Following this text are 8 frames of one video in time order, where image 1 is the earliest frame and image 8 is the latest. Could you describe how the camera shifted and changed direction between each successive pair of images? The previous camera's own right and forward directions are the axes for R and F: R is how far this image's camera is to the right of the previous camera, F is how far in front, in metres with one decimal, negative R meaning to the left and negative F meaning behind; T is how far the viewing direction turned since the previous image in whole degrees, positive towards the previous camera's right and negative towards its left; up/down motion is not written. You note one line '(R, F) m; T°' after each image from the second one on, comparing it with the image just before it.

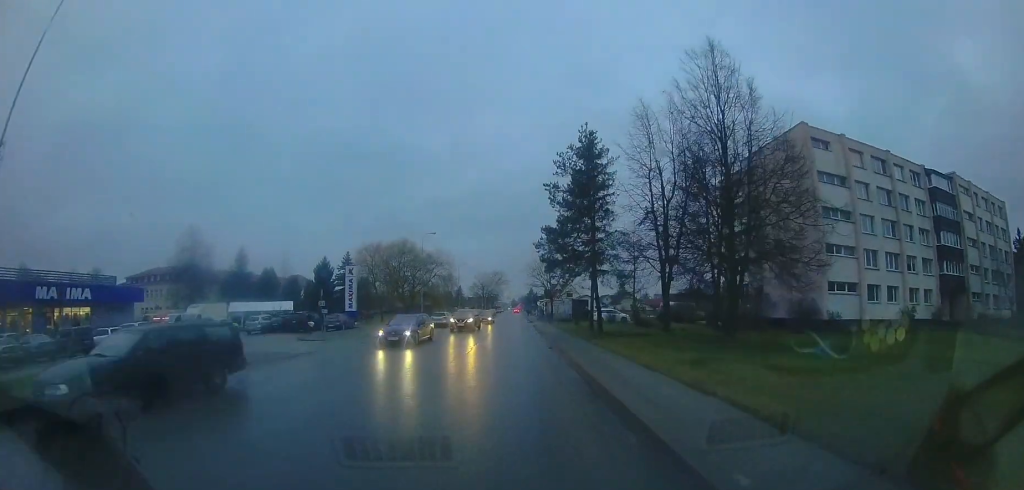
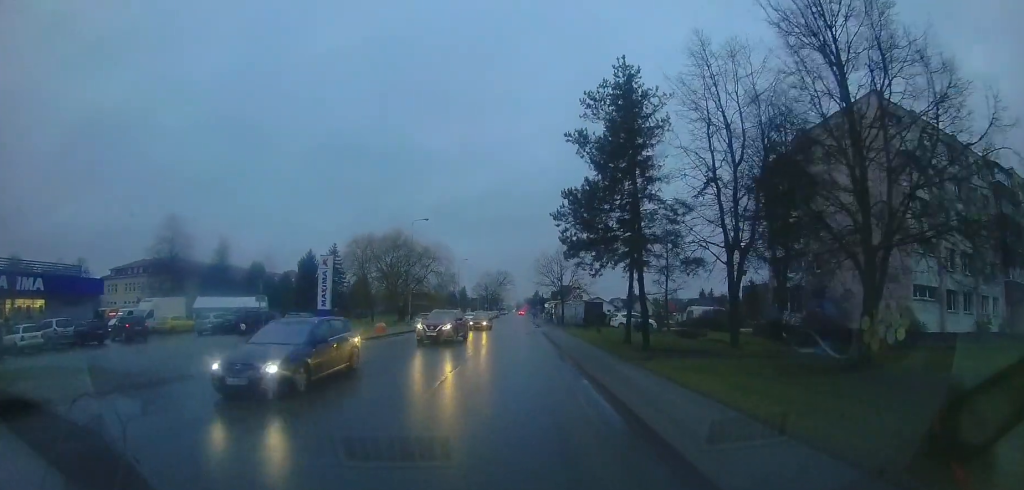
(-0.1, +6.8) m; -1°
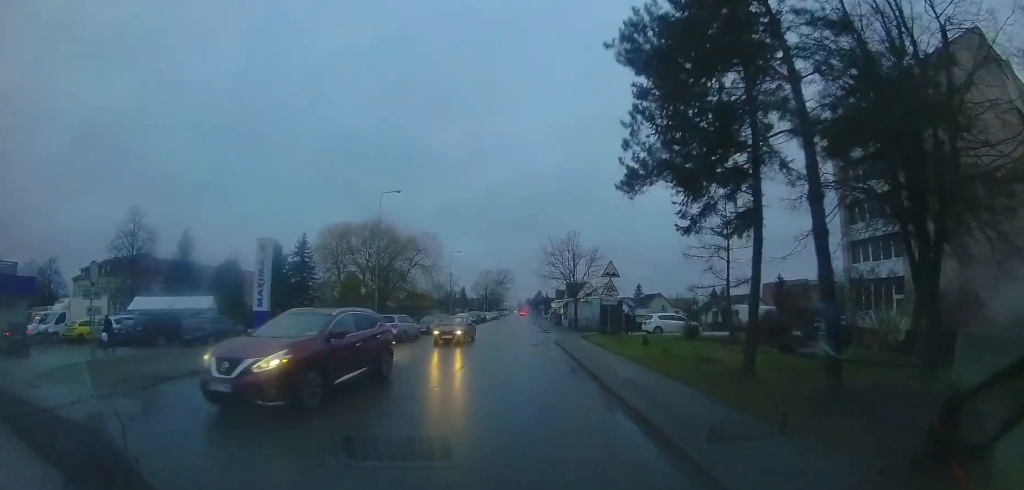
(+0.1, +9.2) m; 0°
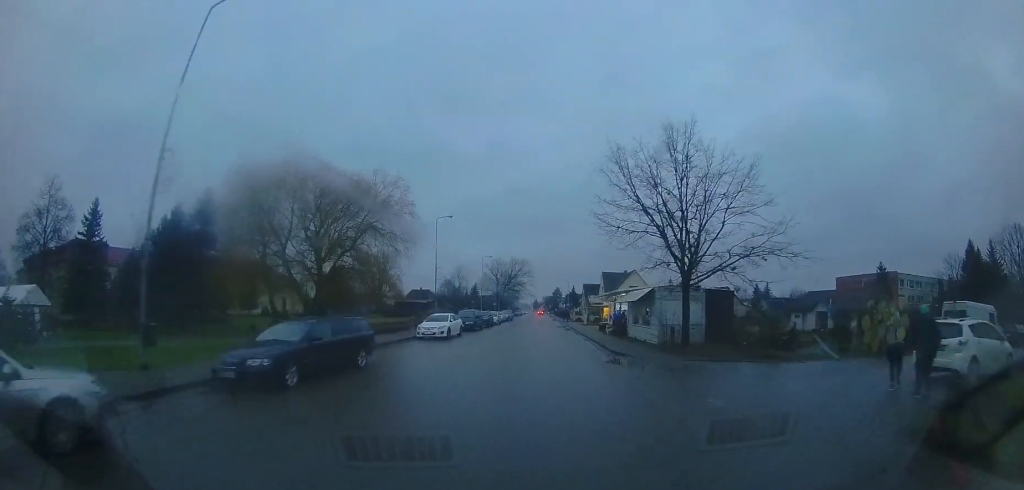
(-0.2, +20.6) m; 0°
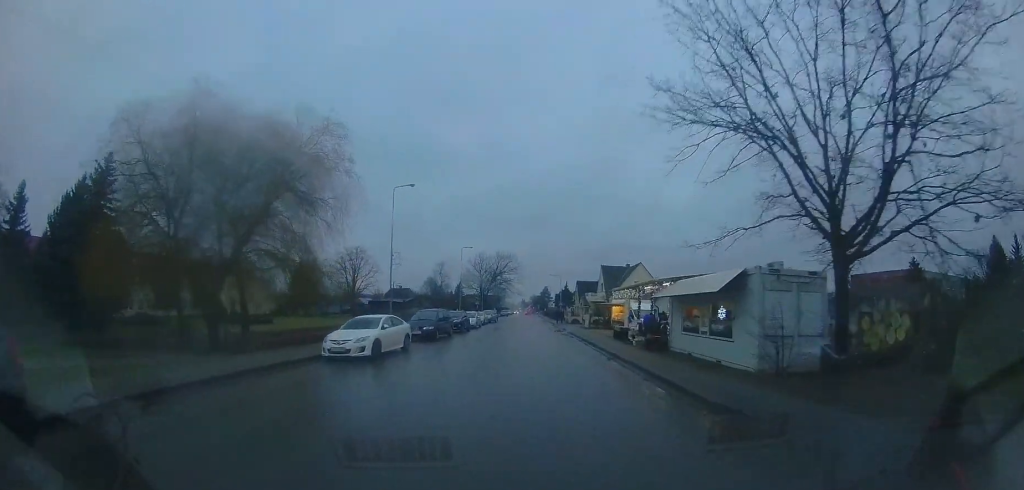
(0.0, +9.0) m; 0°
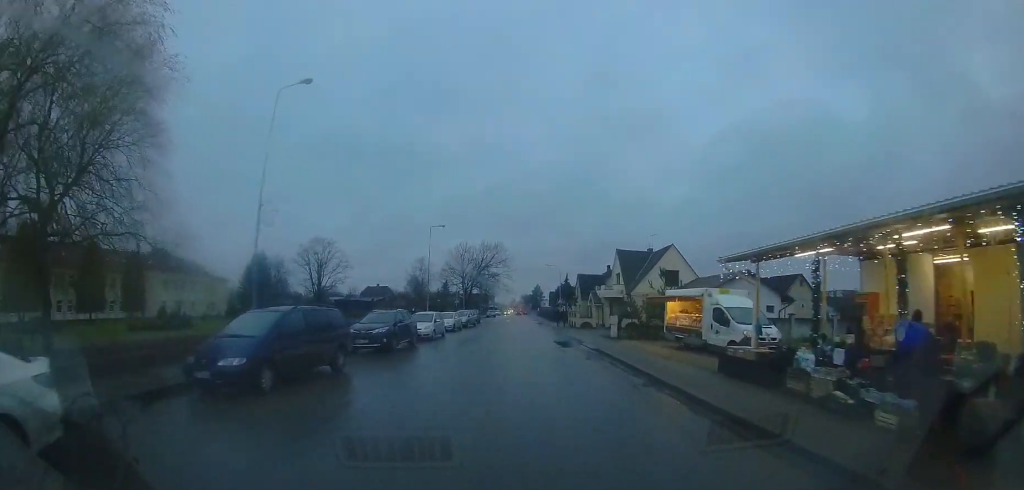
(+0.1, +13.5) m; +1°
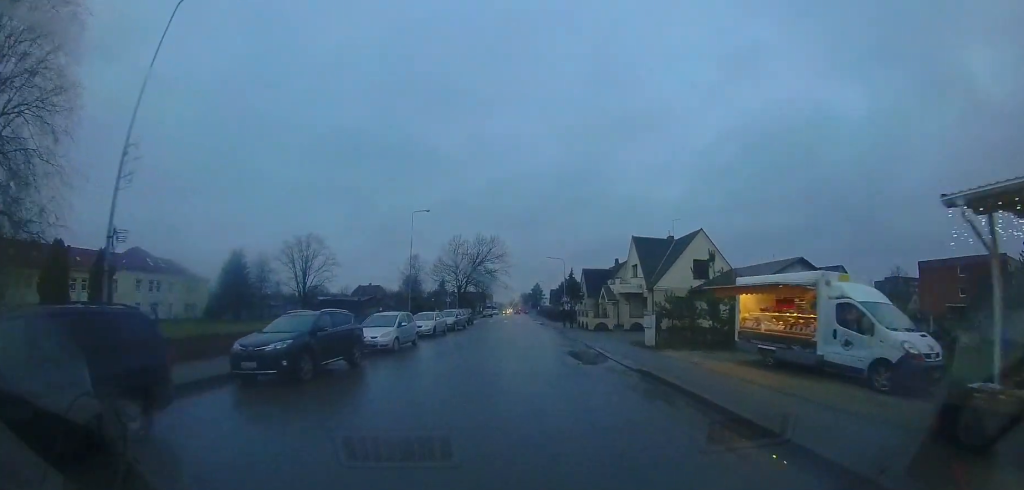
(+0.1, +6.2) m; +1°
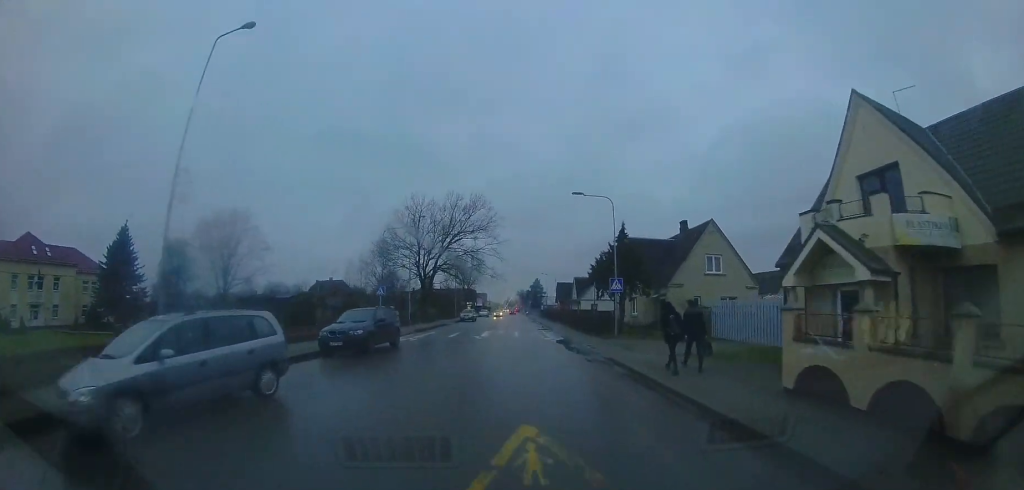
(+0.1, +24.6) m; 0°
